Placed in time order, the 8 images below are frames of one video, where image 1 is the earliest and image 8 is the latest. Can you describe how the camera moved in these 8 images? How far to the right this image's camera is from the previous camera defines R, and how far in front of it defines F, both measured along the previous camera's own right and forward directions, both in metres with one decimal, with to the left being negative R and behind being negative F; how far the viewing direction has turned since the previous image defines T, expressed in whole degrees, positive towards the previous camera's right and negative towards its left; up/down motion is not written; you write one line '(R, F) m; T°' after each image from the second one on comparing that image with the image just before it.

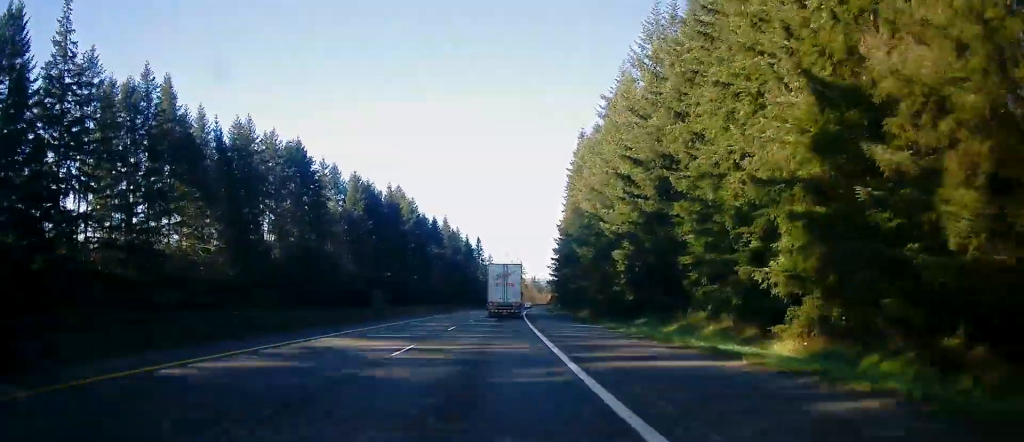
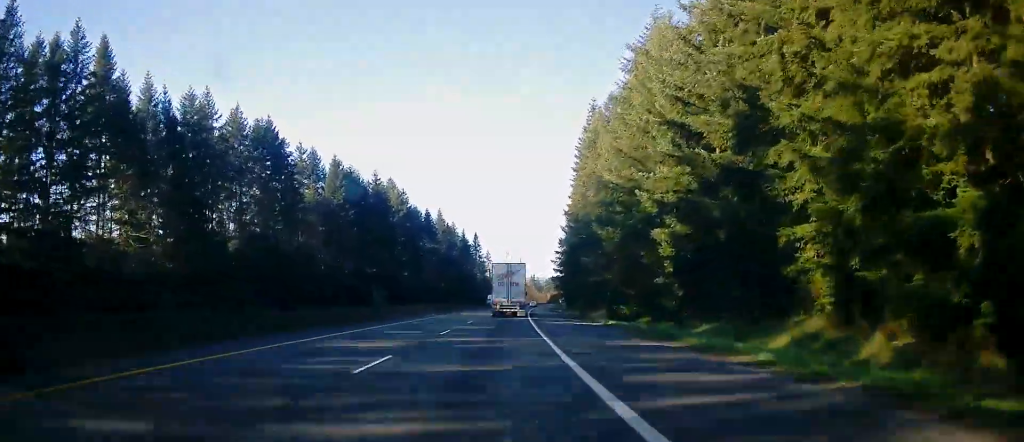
(-0.1, +16.9) m; +1°
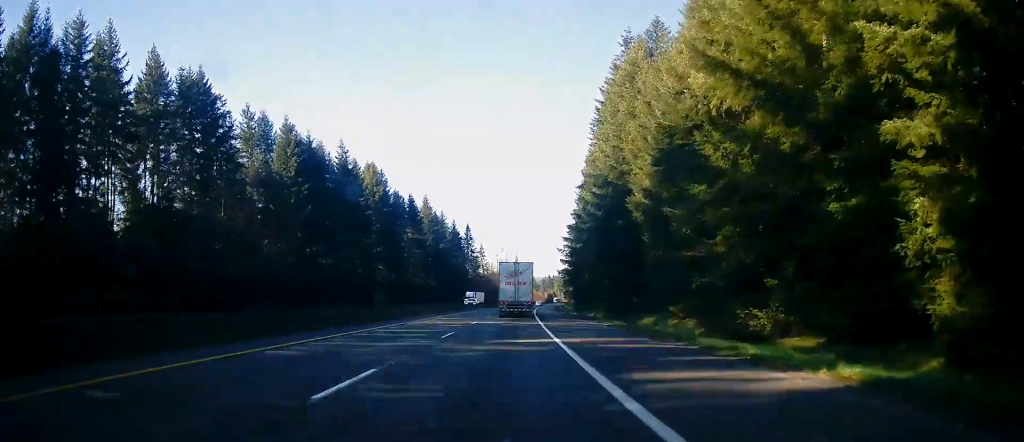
(+0.6, +26.8) m; +1°
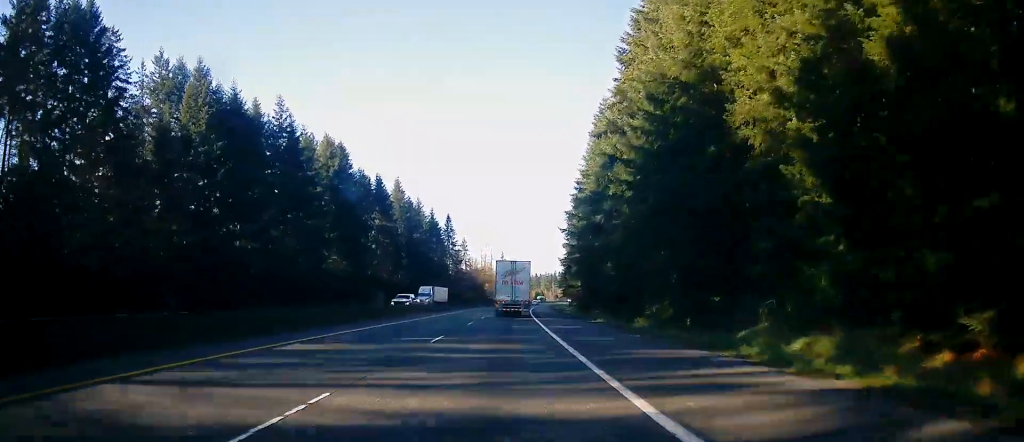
(+0.1, +27.0) m; 0°
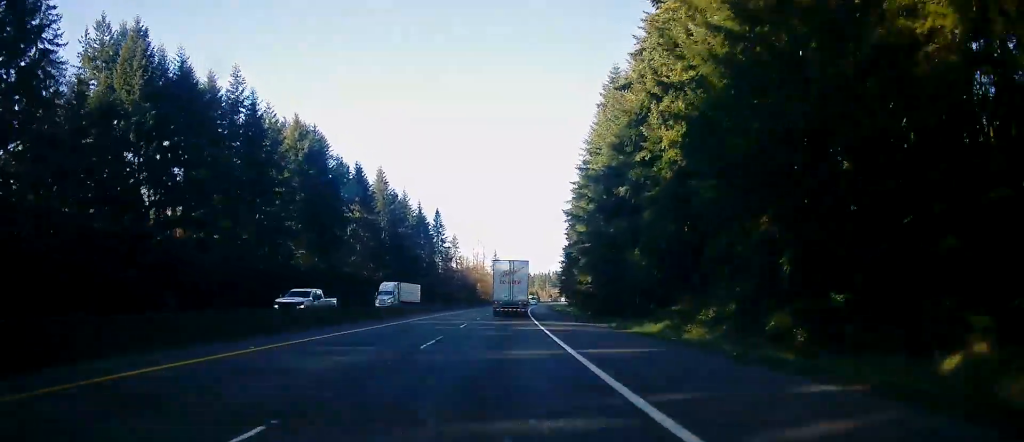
(+0.1, +14.1) m; 0°
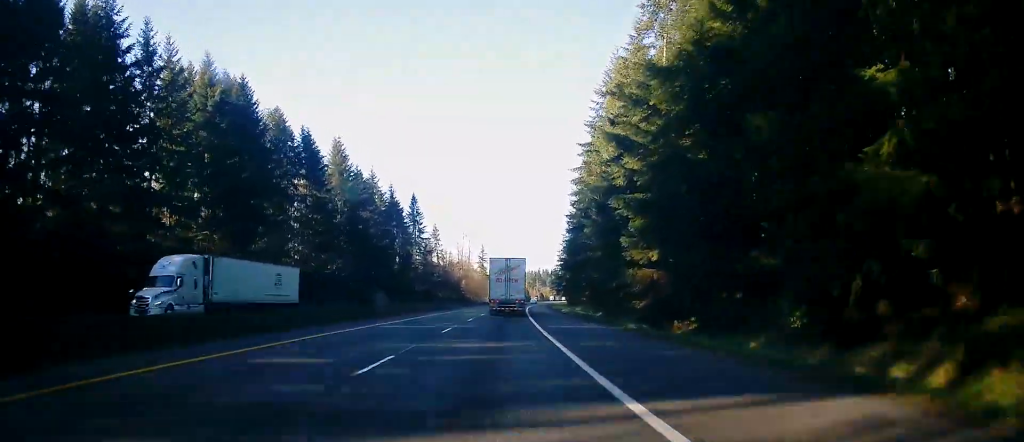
(+0.3, +29.2) m; +1°
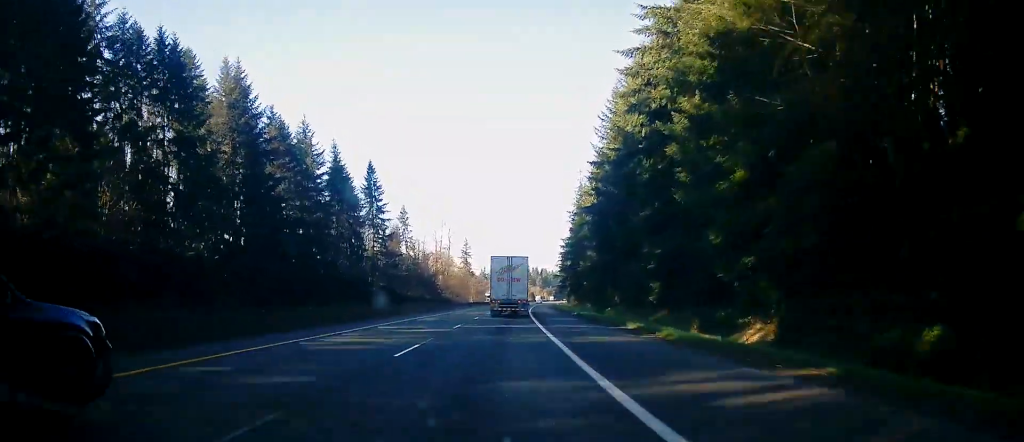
(+0.4, +45.0) m; +1°
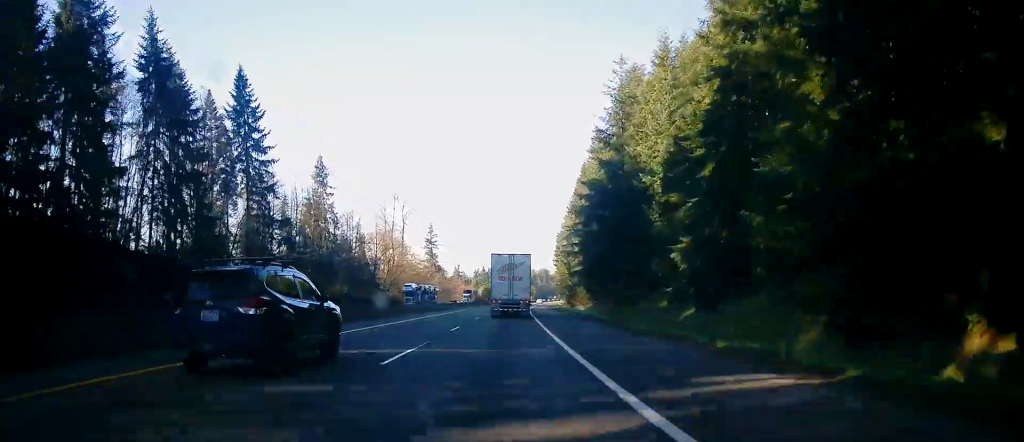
(+1.2, +61.4) m; +2°
